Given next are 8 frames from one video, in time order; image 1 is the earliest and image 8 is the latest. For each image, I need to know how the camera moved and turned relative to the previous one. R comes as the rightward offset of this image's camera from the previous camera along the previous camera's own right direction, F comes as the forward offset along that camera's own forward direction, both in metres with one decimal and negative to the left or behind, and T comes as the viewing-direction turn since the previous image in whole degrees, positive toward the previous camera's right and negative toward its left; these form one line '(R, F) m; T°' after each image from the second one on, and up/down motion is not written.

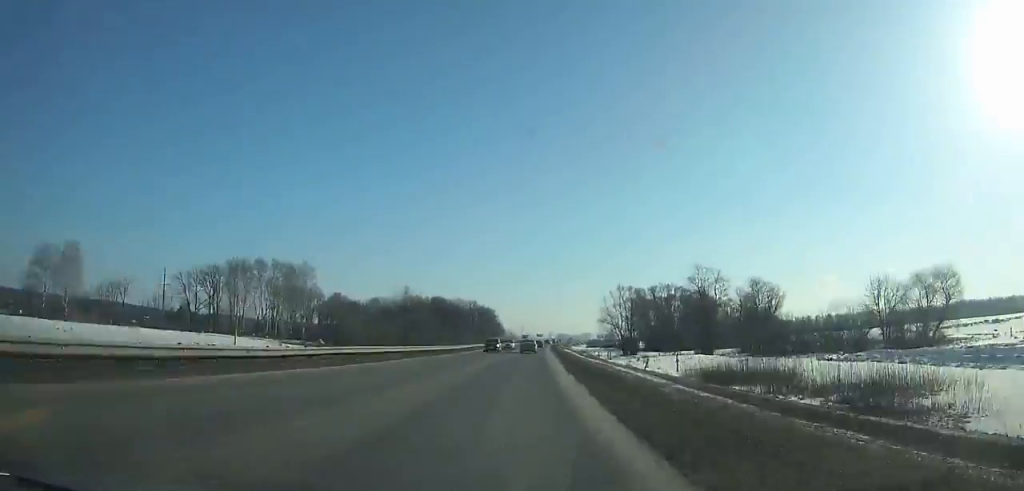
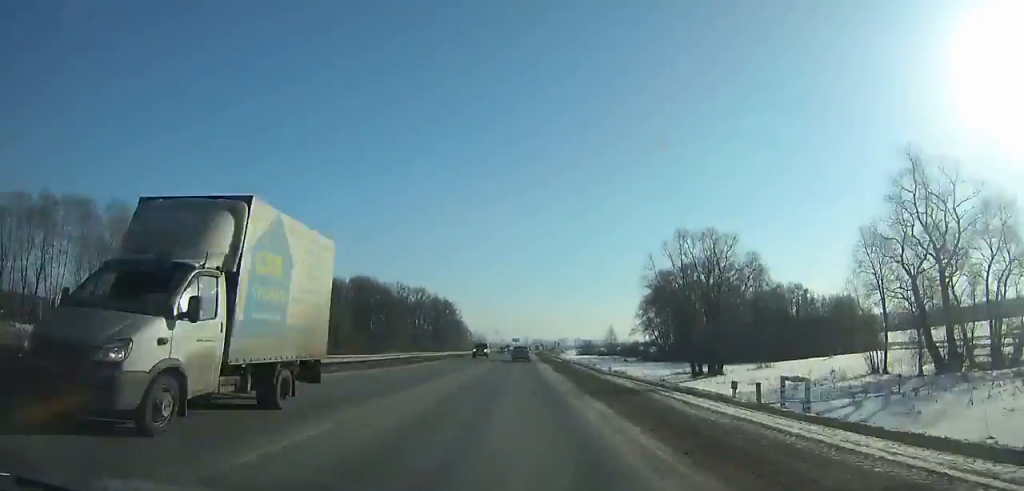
(+1.9, +82.3) m; +2°
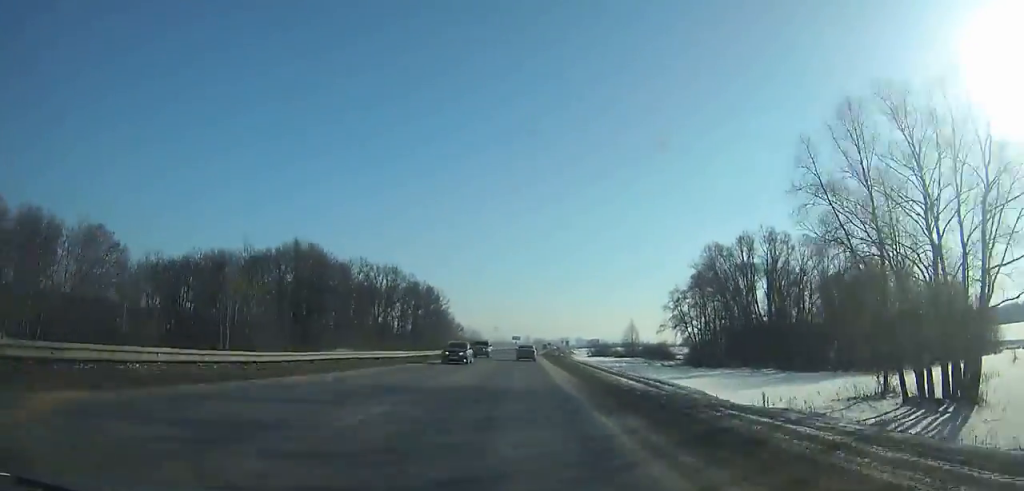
(+0.3, +44.0) m; +1°
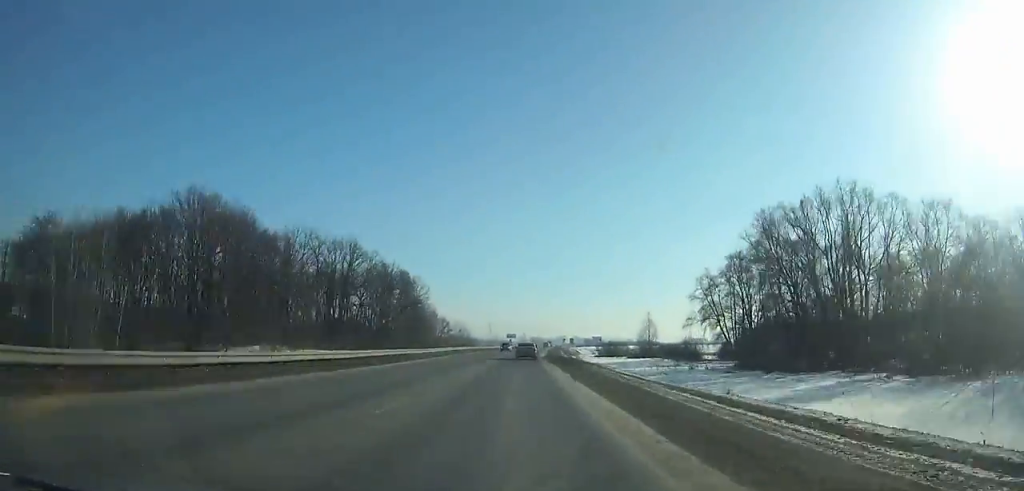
(+0.2, +32.8) m; +1°
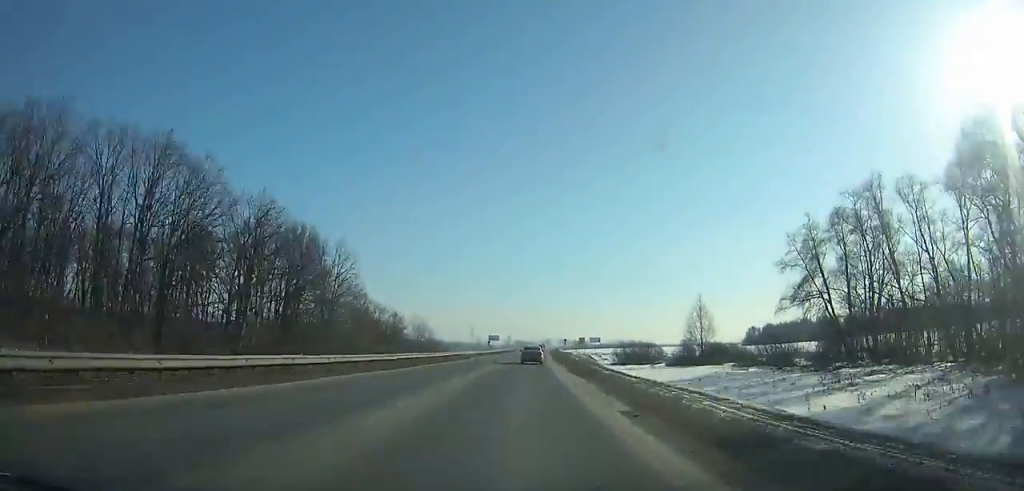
(+0.7, +59.6) m; +1°
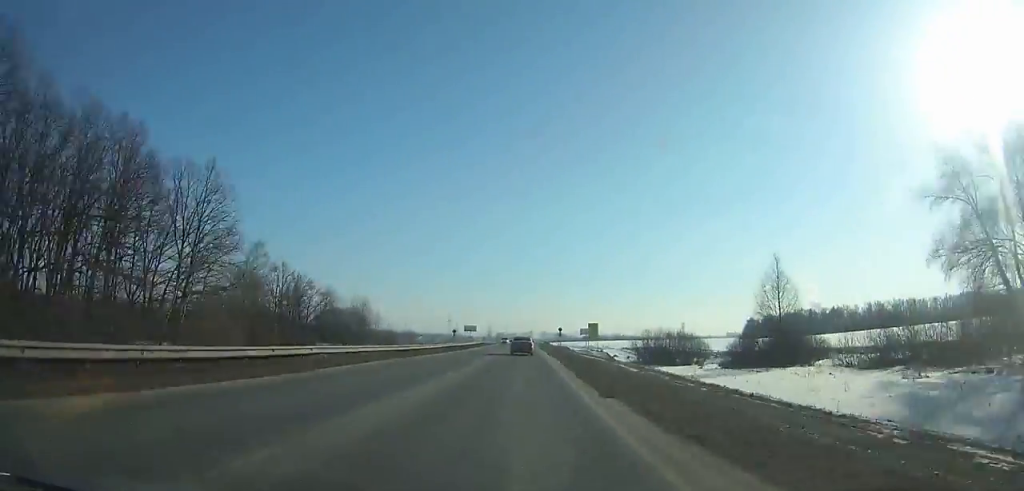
(+0.4, +41.5) m; +1°
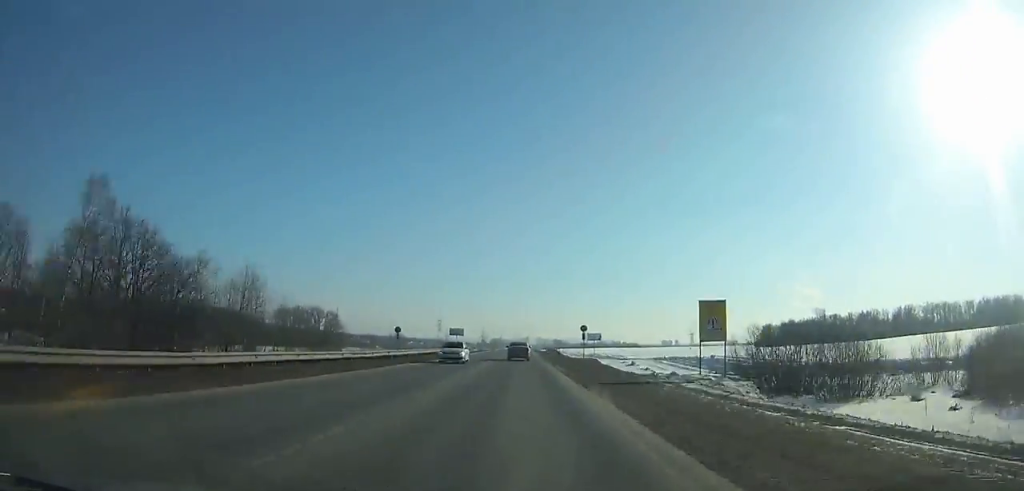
(+0.3, +45.6) m; 0°
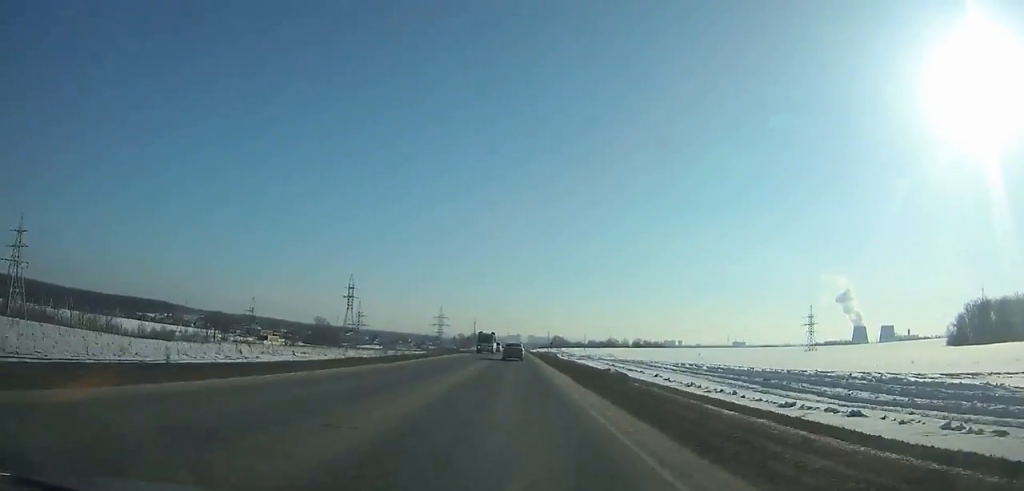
(+1.6, +259.1) m; +1°
